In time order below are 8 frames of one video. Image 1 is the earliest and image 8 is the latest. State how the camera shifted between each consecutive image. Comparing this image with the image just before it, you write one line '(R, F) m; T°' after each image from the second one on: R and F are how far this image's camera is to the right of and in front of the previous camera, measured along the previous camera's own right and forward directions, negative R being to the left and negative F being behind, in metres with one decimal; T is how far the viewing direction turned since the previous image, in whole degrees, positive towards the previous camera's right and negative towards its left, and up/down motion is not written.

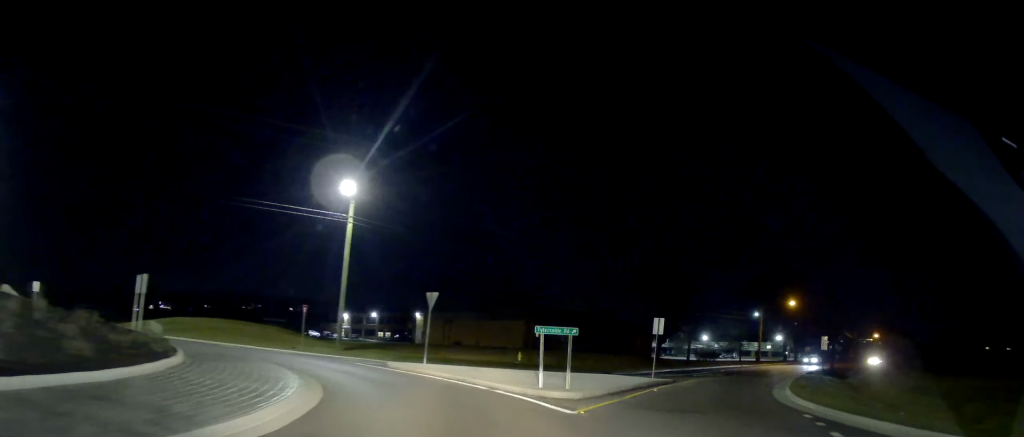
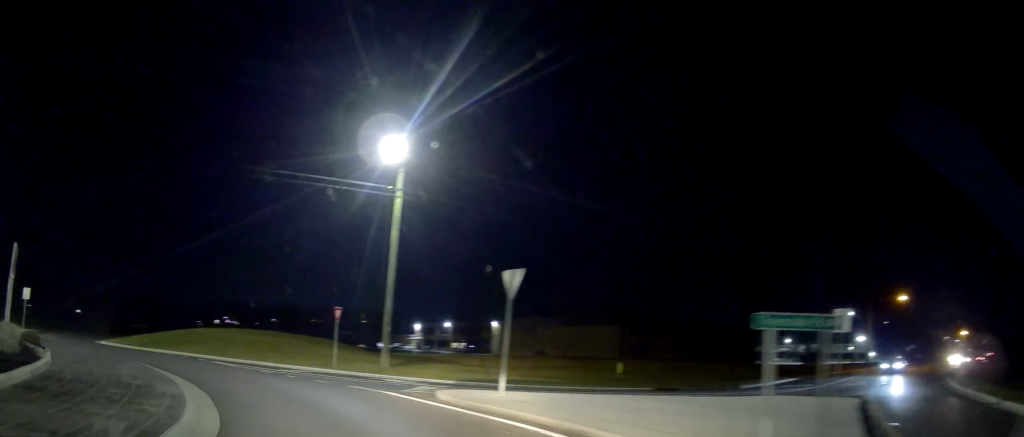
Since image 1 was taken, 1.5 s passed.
(-0.5, +9.0) m; -17°
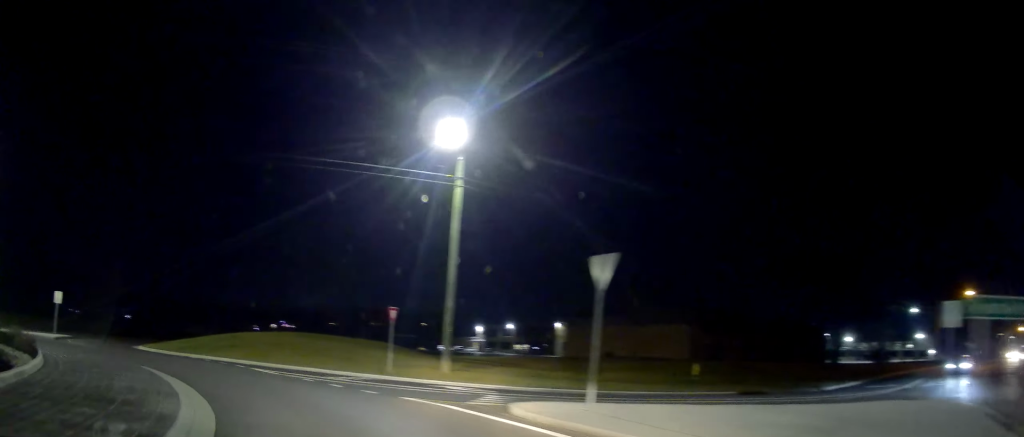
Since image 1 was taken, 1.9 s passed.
(+0.1, +2.4) m; -8°
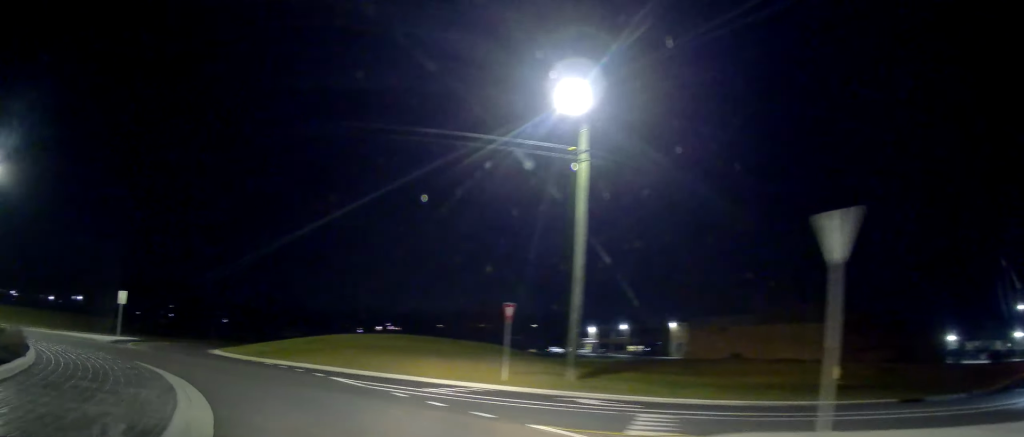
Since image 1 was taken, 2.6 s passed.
(-0.8, +3.8) m; -12°
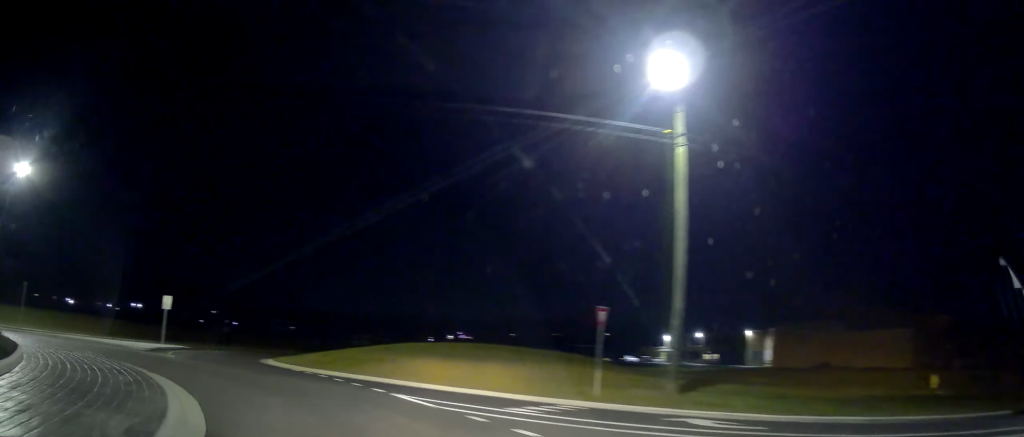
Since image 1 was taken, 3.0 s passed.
(-0.2, +2.7) m; -6°
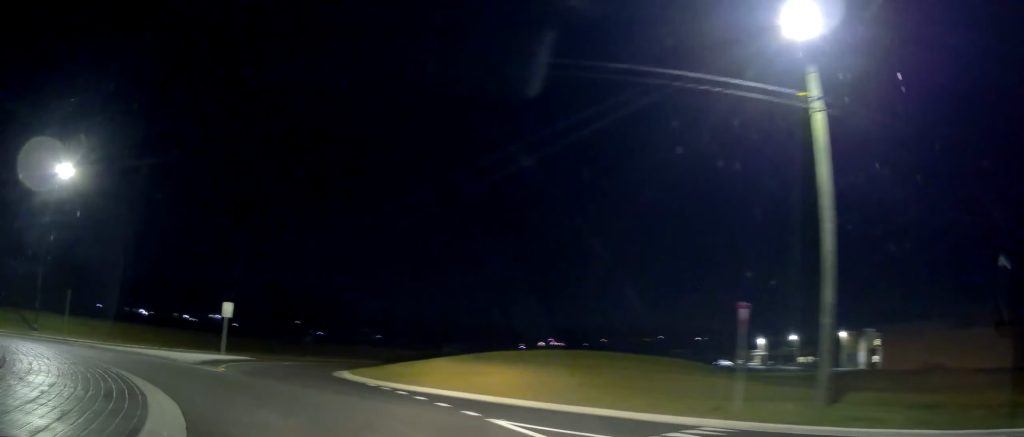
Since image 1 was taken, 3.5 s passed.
(-0.2, +3.4) m; -5°
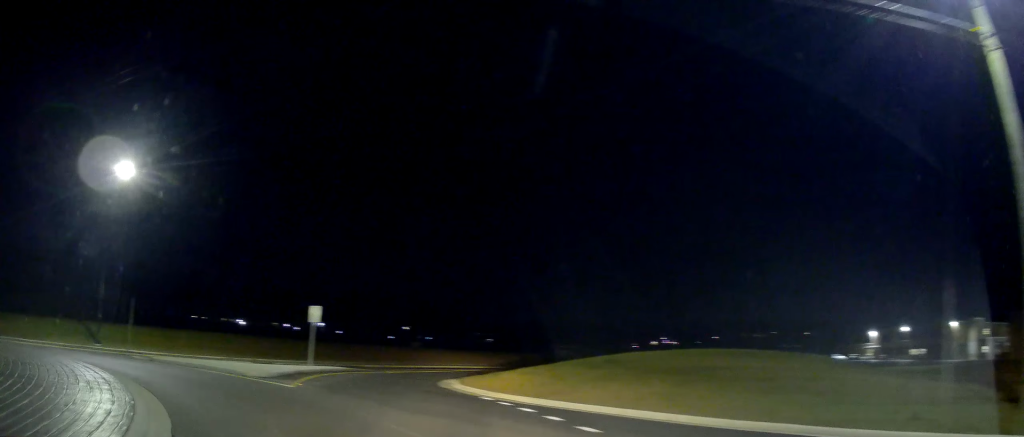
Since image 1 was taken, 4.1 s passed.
(-0.2, +3.7) m; -6°
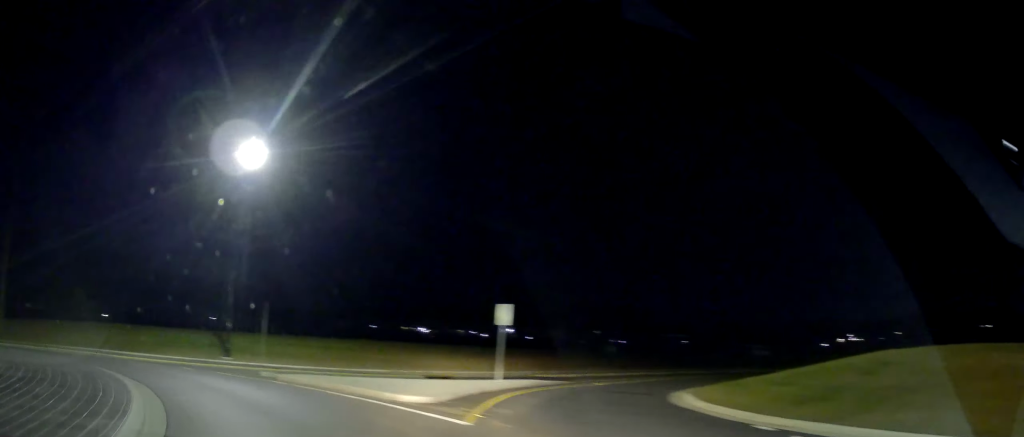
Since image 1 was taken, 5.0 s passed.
(-0.4, +6.1) m; -17°
